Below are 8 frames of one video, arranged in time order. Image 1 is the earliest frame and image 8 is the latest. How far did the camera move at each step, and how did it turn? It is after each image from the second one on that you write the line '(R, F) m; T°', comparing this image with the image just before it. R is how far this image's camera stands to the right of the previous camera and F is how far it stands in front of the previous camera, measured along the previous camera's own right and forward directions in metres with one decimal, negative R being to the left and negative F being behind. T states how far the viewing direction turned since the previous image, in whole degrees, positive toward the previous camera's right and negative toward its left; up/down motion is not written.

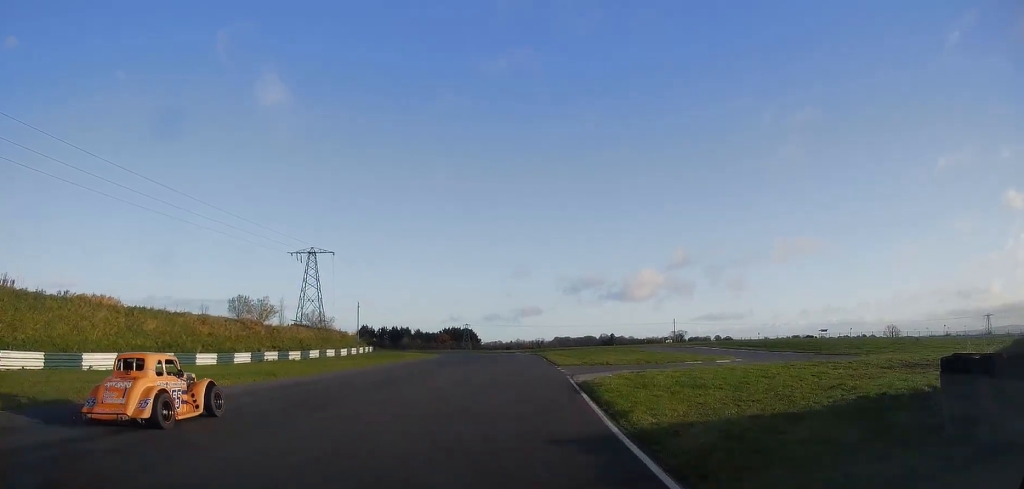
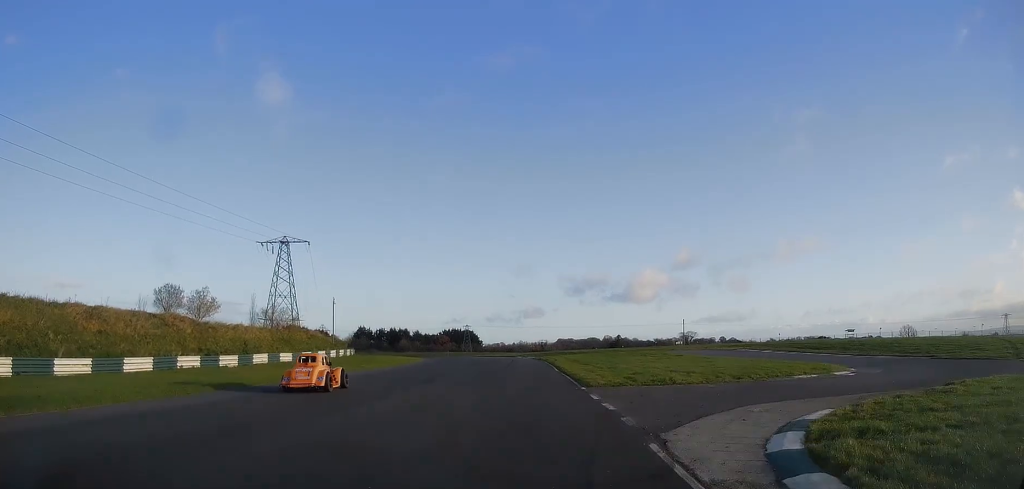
(+0.1, +15.2) m; +1°
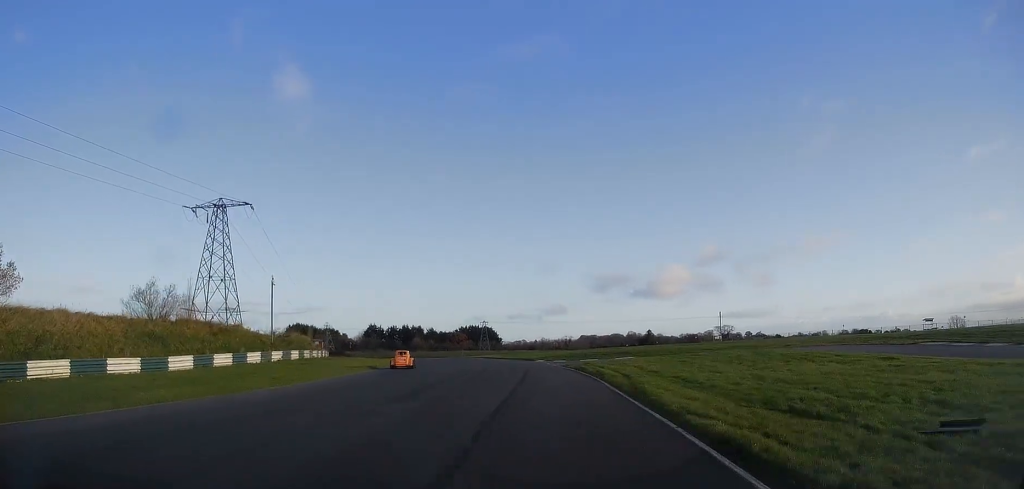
(-0.2, +29.5) m; -3°
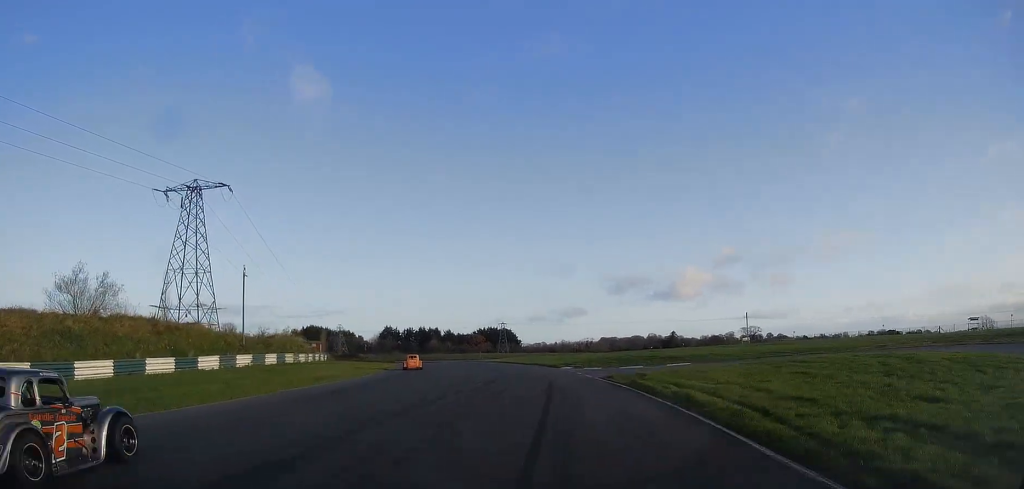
(-0.3, +11.1) m; -2°
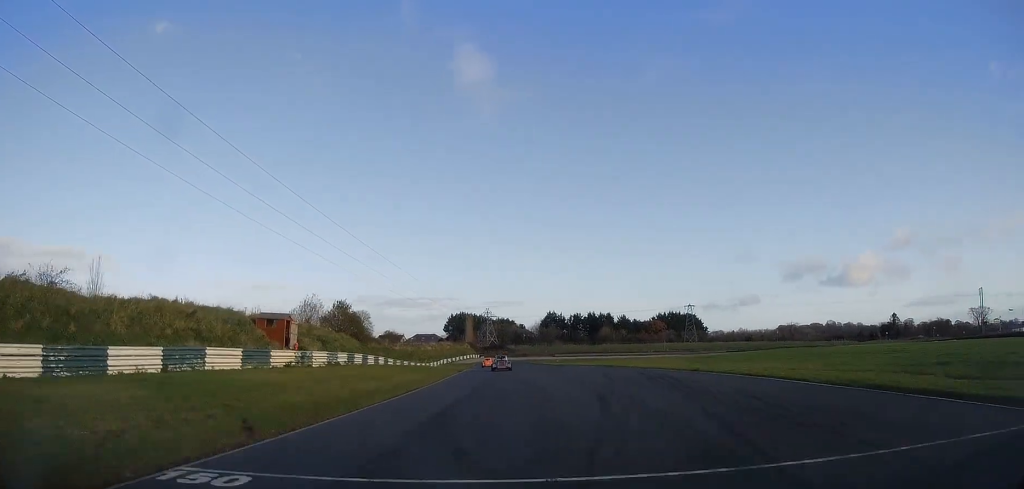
(-7.0, +61.8) m; -14°
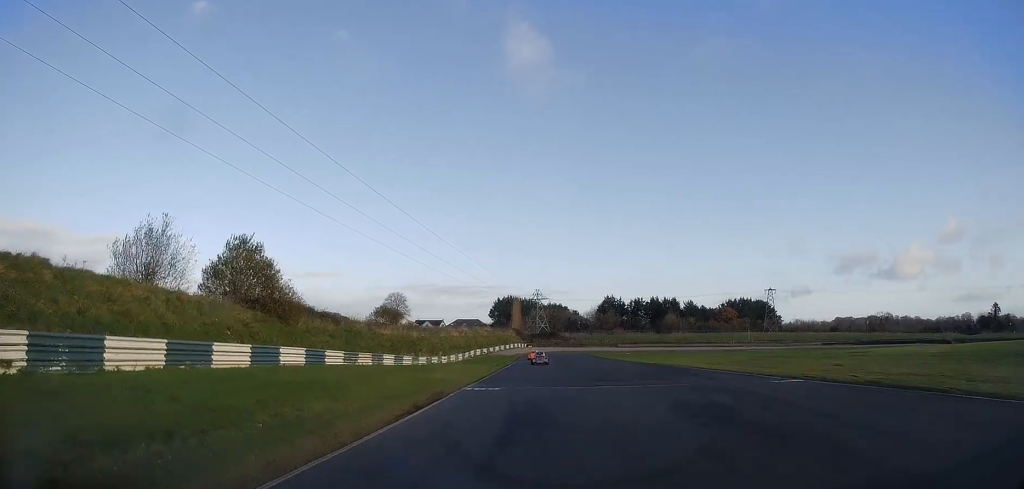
(-2.1, +36.0) m; -5°
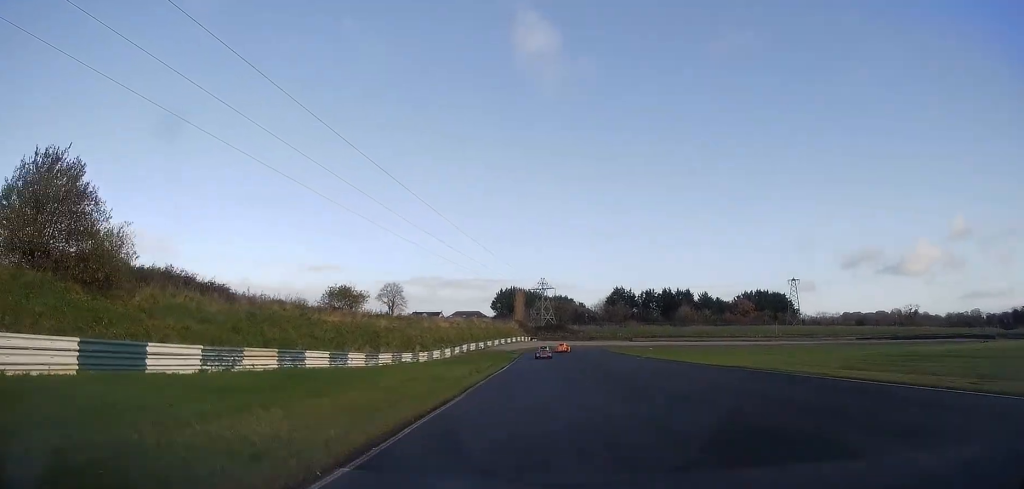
(-0.2, +17.2) m; -1°
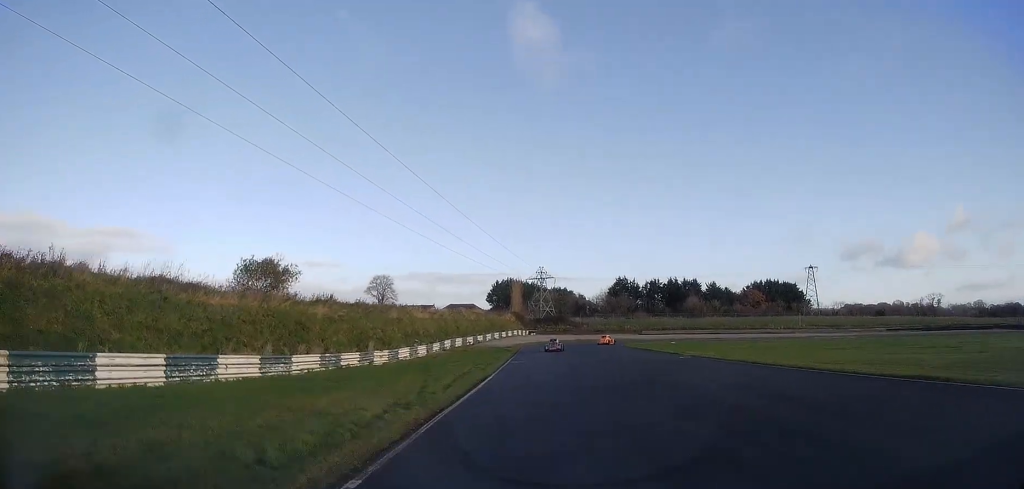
(-0.2, +15.5) m; 0°
